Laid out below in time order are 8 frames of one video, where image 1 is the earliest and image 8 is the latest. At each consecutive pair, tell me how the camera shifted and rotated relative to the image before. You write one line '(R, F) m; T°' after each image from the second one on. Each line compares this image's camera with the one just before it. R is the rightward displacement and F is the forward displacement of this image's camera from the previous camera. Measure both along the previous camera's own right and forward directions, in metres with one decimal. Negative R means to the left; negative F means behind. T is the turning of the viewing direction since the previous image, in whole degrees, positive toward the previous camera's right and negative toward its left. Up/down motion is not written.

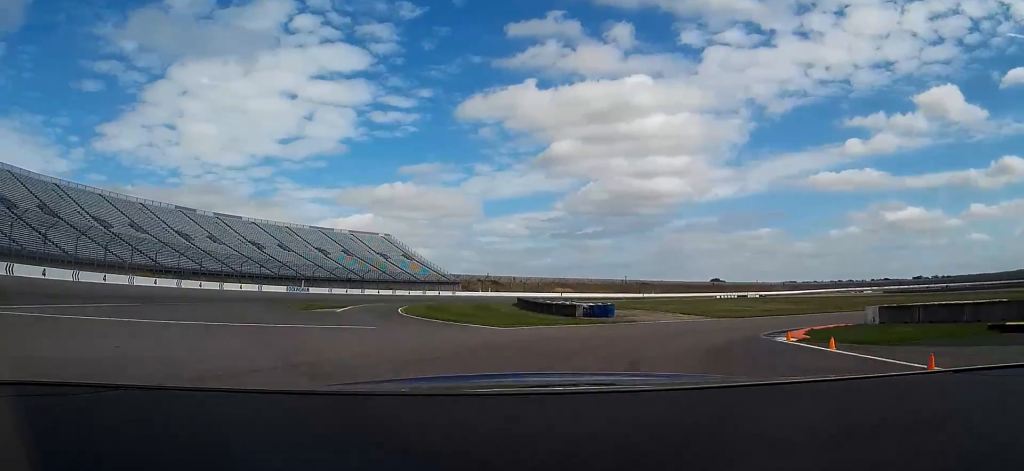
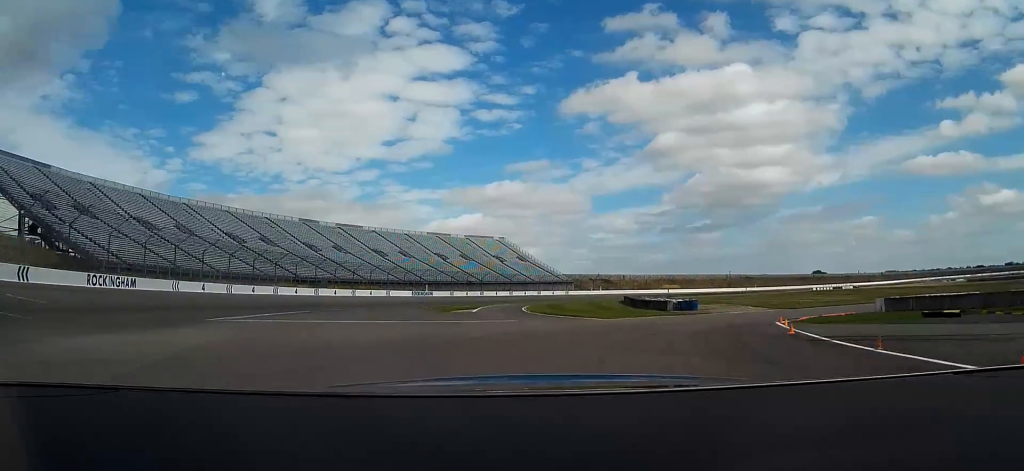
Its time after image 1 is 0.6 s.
(-1.7, +12.1) m; -10°
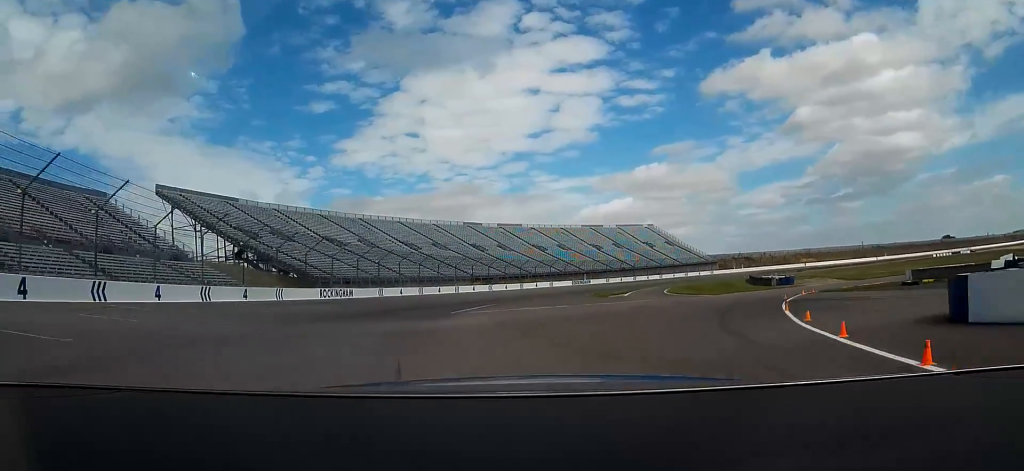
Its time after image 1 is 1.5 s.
(-2.3, +18.7) m; -13°
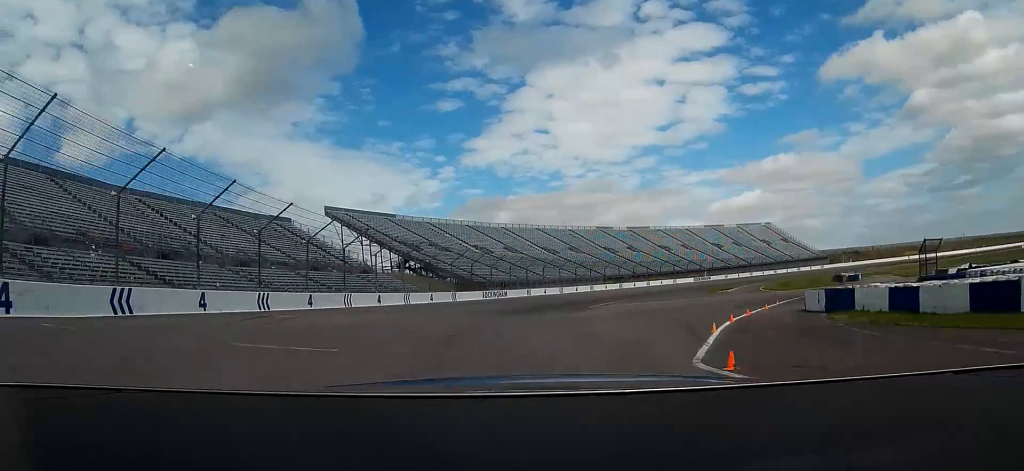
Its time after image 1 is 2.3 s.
(-1.8, +18.9) m; -11°
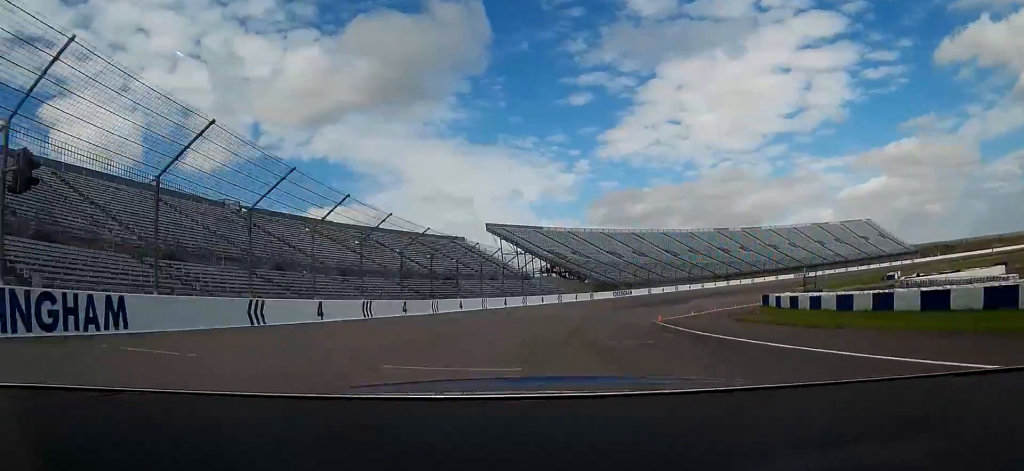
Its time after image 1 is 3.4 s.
(-4.0, +31.2) m; -12°
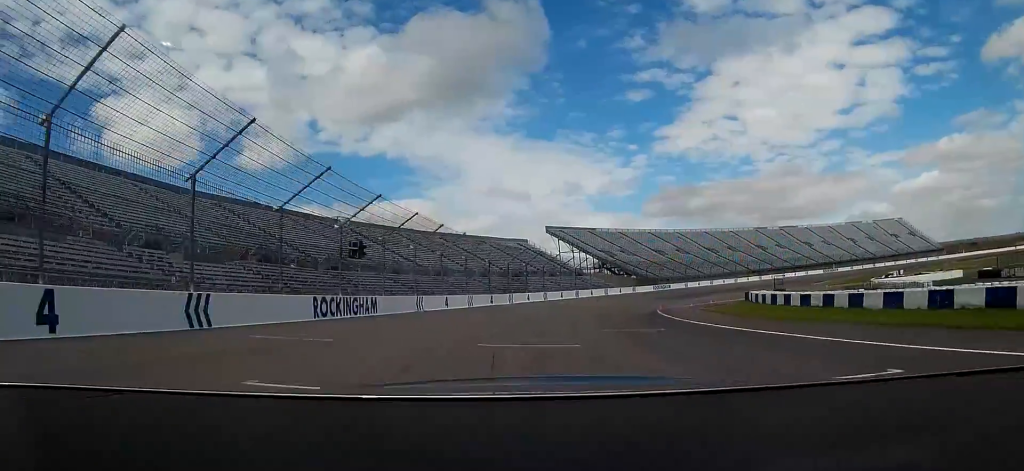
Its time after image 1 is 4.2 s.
(-1.1, +21.8) m; -5°
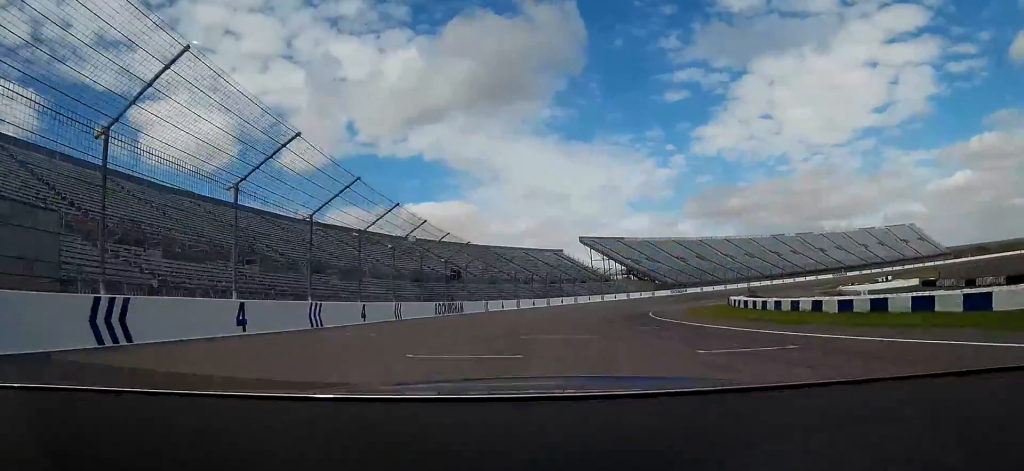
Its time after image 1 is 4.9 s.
(-0.9, +22.9) m; -4°
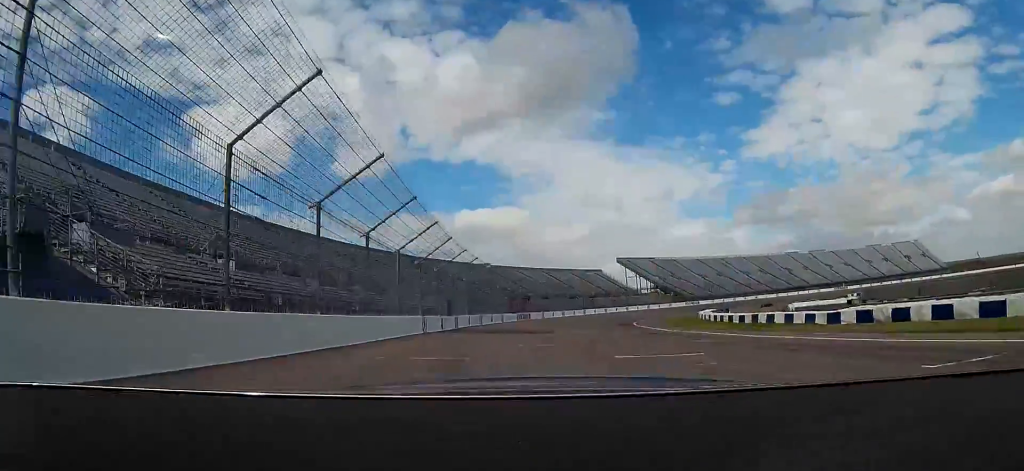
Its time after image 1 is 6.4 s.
(-1.8, +46.1) m; -3°
